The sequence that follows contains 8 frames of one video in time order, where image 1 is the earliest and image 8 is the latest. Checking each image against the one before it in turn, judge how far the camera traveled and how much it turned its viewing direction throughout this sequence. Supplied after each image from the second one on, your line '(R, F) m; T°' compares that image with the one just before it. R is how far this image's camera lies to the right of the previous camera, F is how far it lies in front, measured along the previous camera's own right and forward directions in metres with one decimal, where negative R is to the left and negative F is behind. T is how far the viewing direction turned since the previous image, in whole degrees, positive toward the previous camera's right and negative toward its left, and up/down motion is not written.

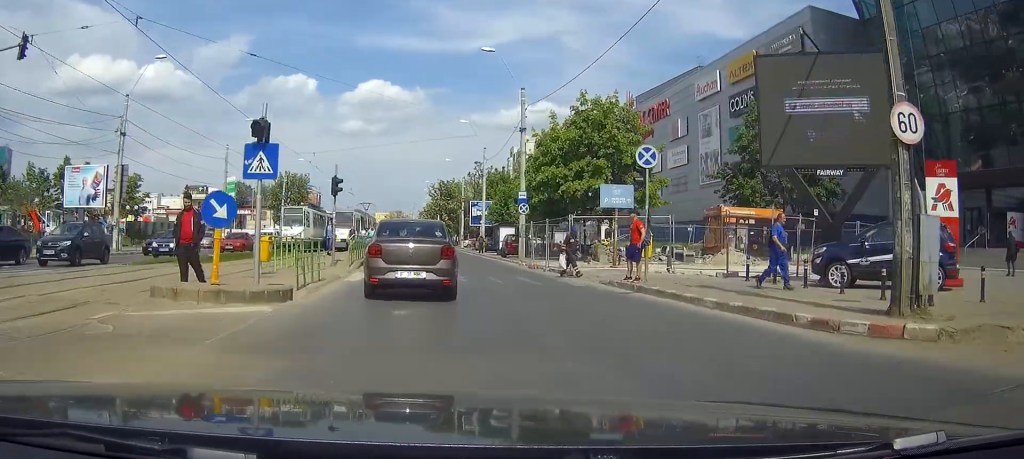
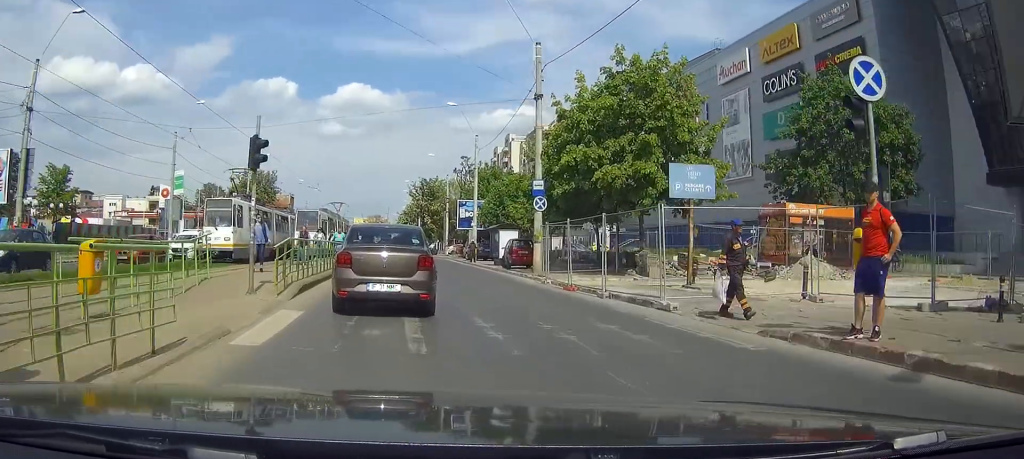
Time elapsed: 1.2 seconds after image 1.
(+0.1, +10.8) m; +1°
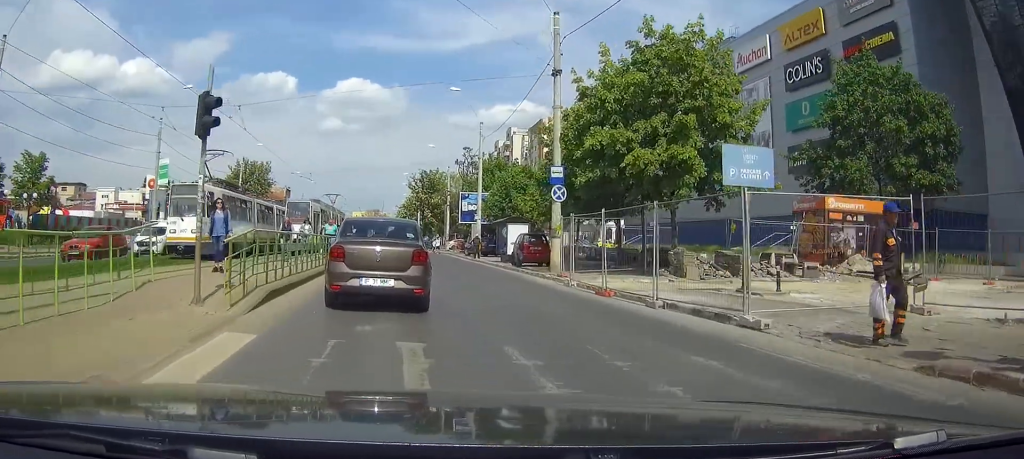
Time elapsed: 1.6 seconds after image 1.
(0.0, +4.0) m; 0°
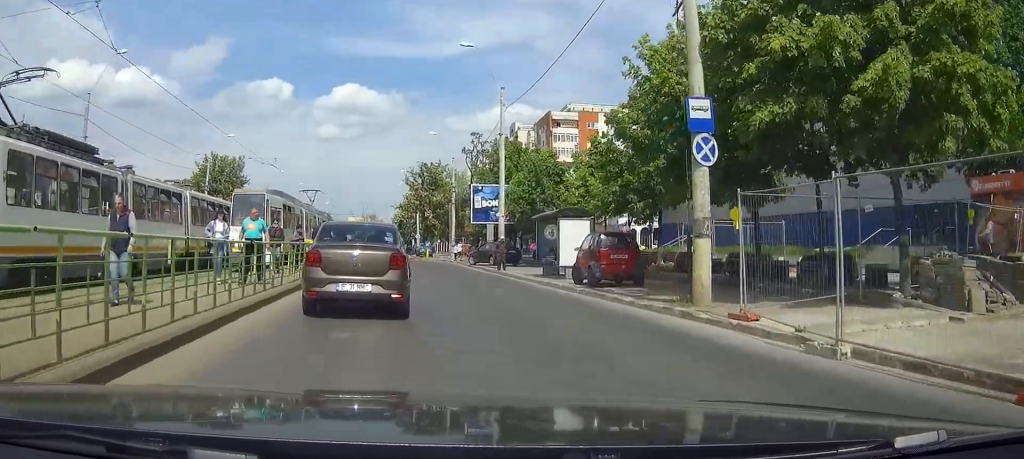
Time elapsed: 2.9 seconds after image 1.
(+0.1, +13.8) m; +1°
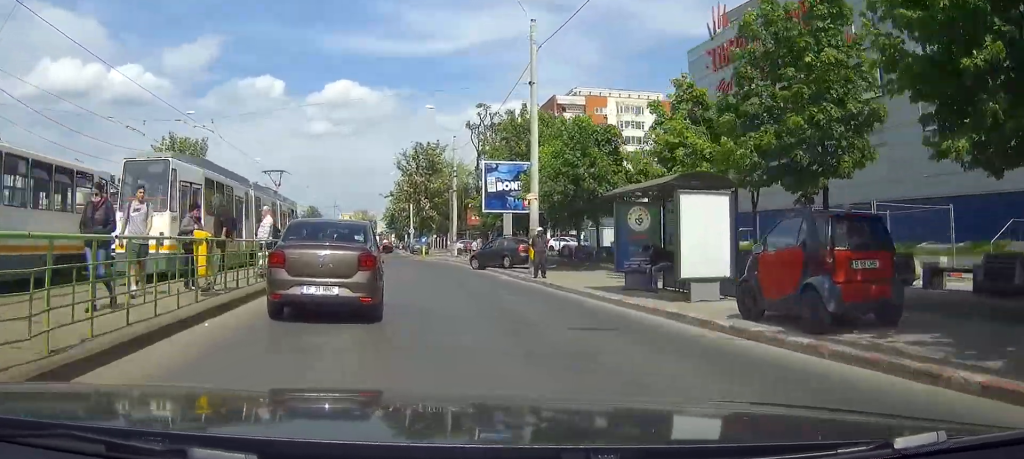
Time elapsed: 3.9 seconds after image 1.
(0.0, +11.9) m; 0°
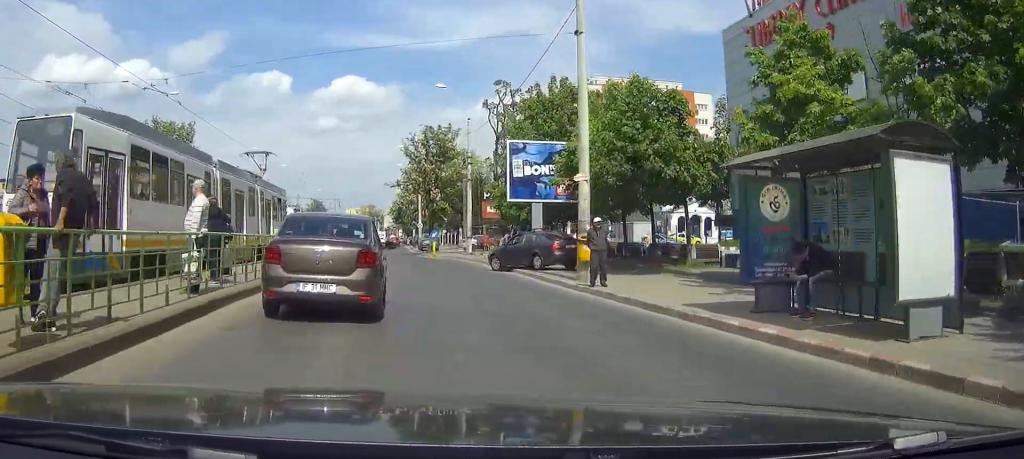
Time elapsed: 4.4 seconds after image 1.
(0.0, +6.4) m; 0°
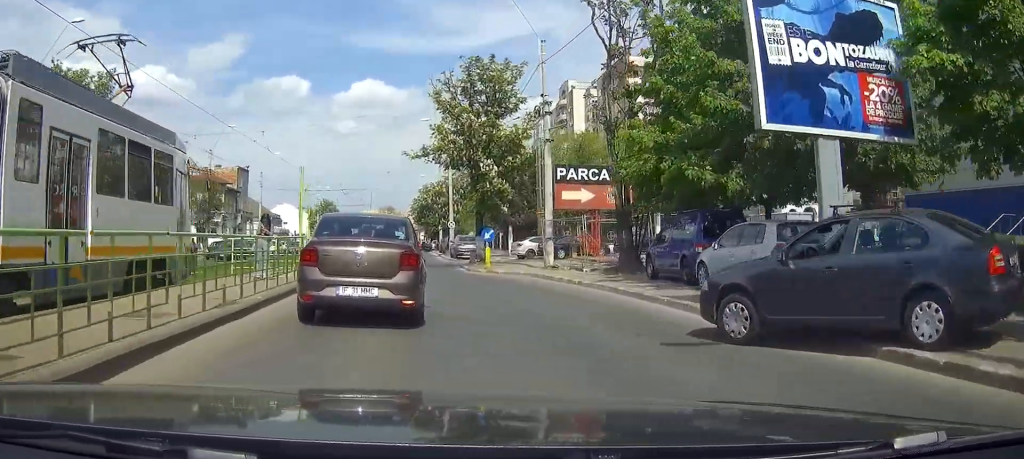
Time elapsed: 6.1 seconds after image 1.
(-0.2, +21.6) m; 0°
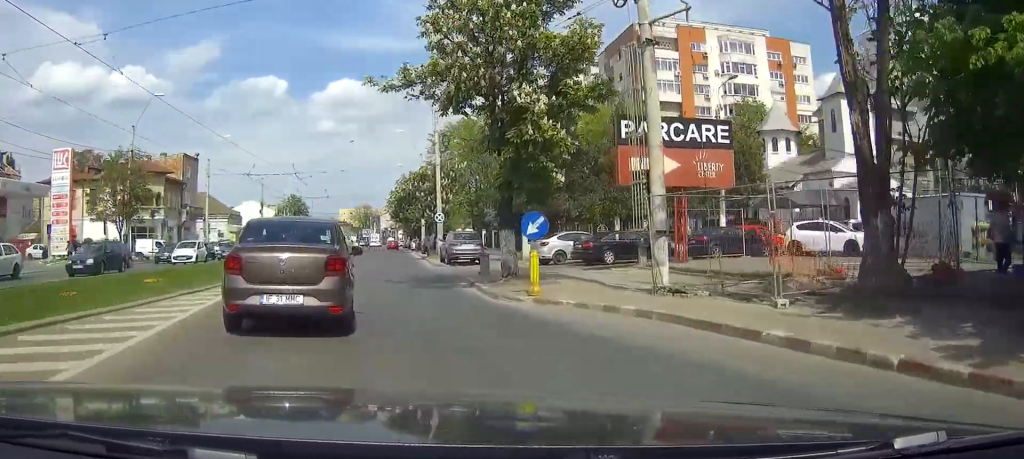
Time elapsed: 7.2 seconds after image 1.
(0.0, +14.9) m; 0°
